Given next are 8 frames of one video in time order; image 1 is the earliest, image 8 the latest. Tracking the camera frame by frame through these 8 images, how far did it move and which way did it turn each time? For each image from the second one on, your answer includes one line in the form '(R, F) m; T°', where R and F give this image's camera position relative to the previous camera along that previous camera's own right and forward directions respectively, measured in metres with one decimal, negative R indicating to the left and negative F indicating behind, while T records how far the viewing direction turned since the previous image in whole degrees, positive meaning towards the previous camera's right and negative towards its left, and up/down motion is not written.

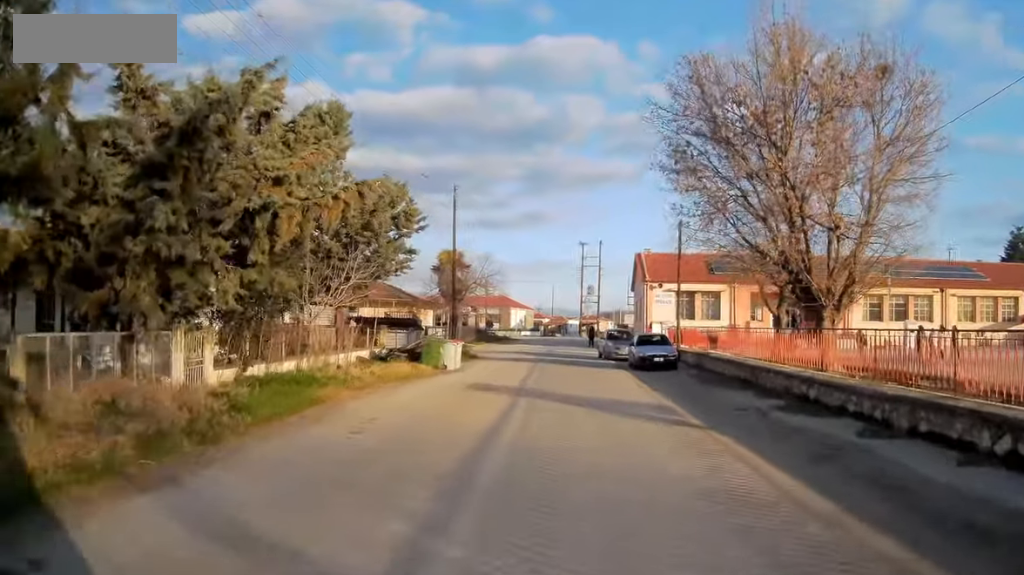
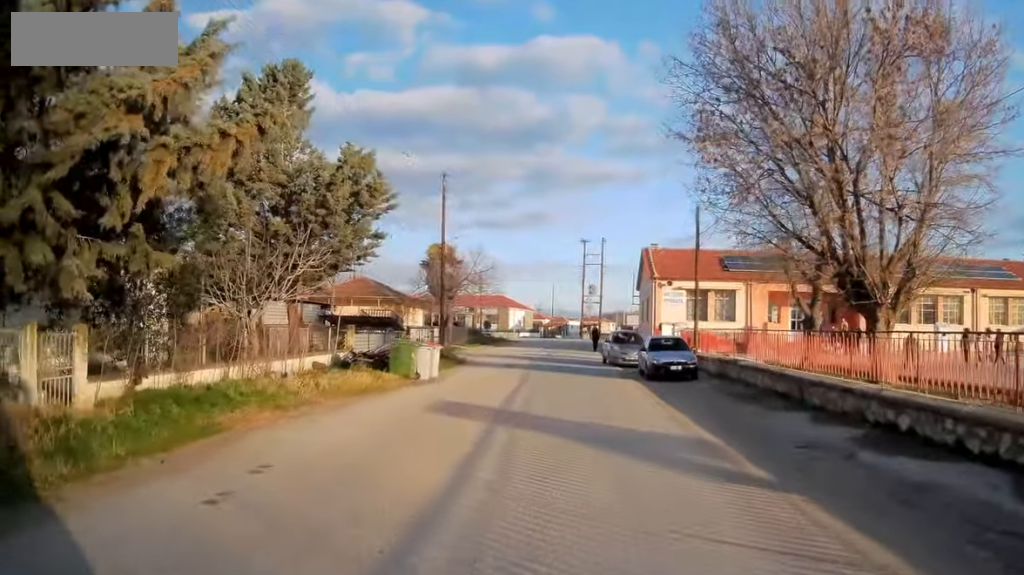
(-0.1, +4.1) m; -1°
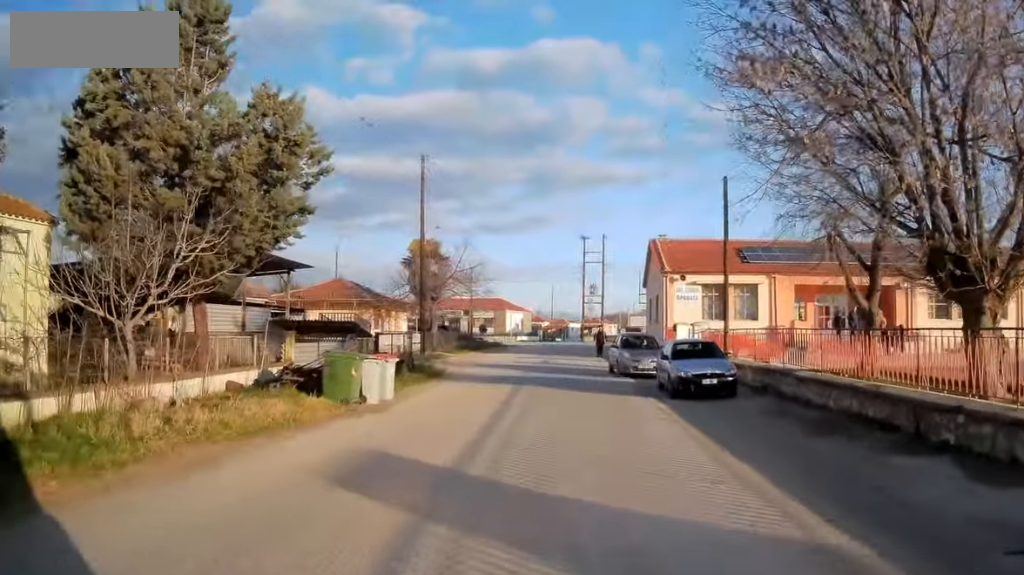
(0.0, +5.2) m; -1°
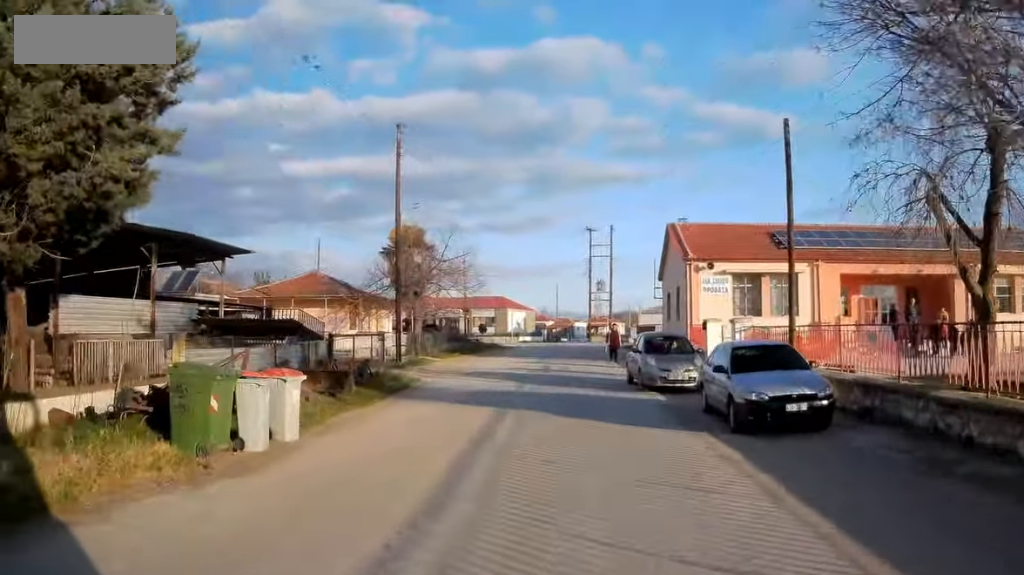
(0.0, +6.2) m; 0°
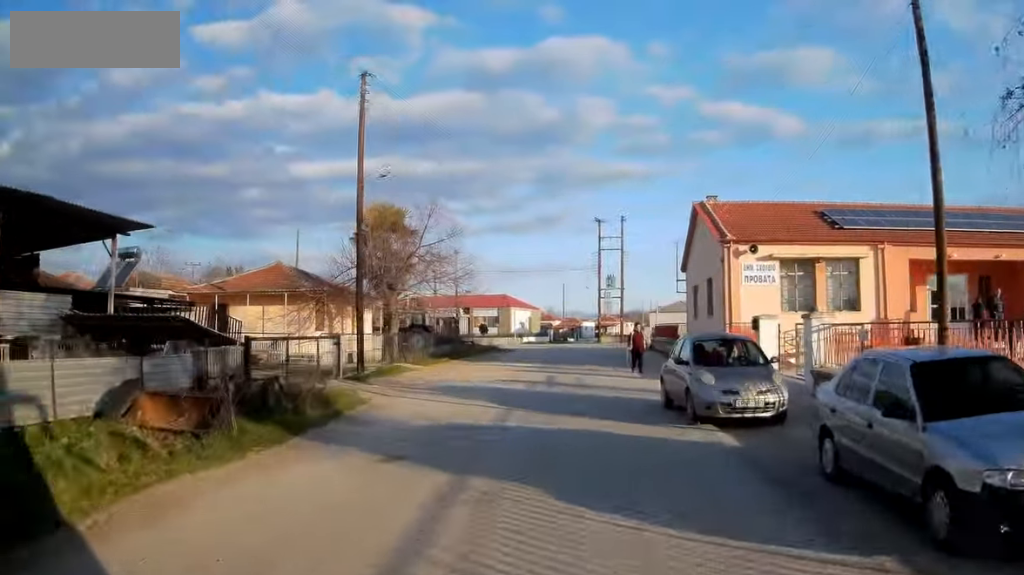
(0.0, +7.2) m; +2°
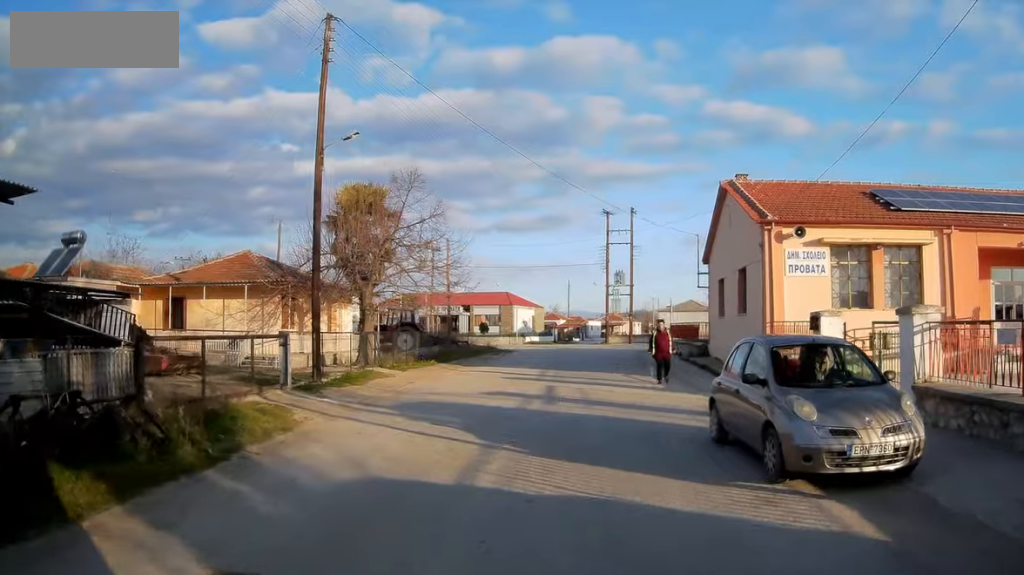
(+0.2, +5.8) m; +1°
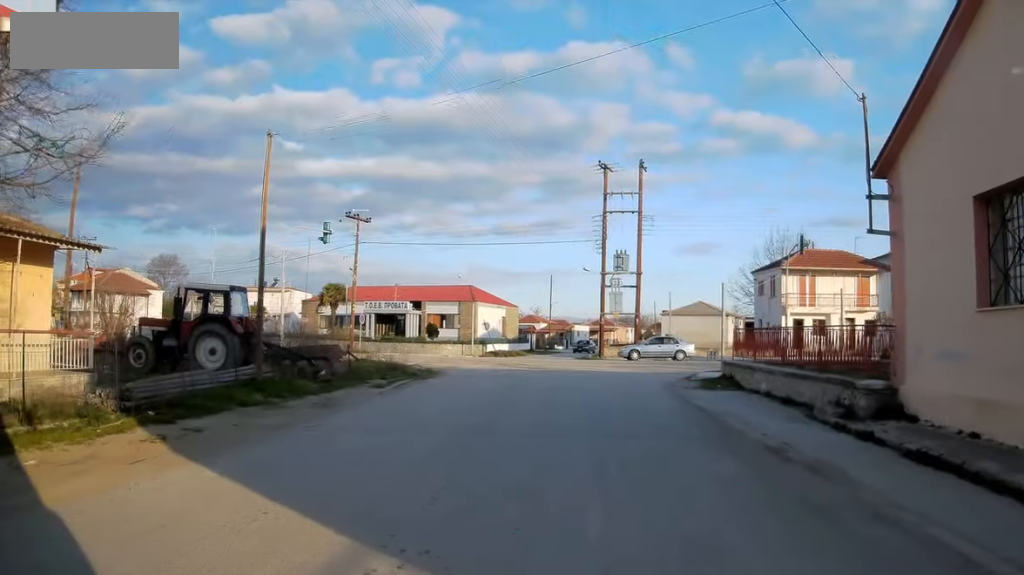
(0.0, +15.9) m; 0°
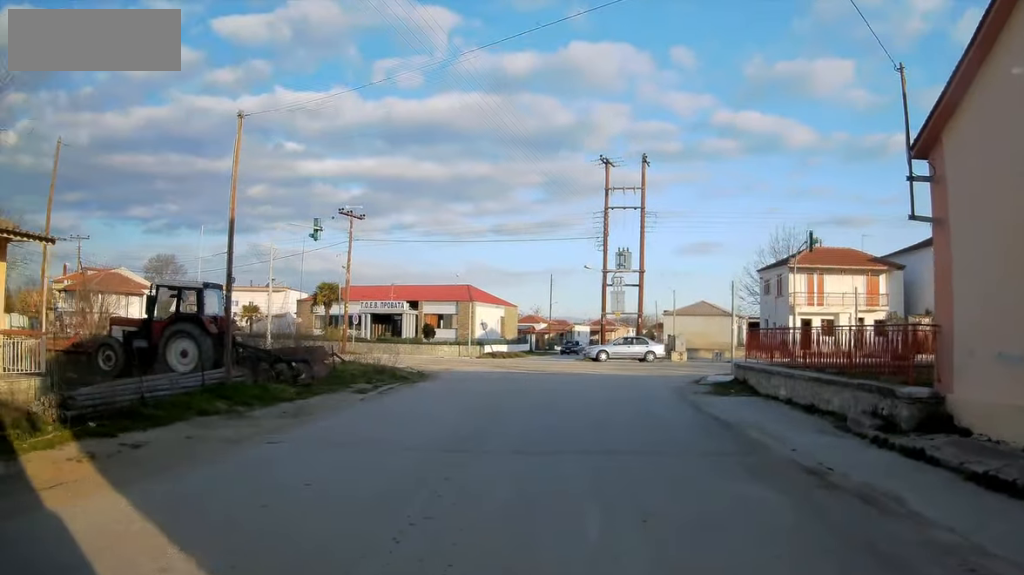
(0.0, +2.3) m; 0°
